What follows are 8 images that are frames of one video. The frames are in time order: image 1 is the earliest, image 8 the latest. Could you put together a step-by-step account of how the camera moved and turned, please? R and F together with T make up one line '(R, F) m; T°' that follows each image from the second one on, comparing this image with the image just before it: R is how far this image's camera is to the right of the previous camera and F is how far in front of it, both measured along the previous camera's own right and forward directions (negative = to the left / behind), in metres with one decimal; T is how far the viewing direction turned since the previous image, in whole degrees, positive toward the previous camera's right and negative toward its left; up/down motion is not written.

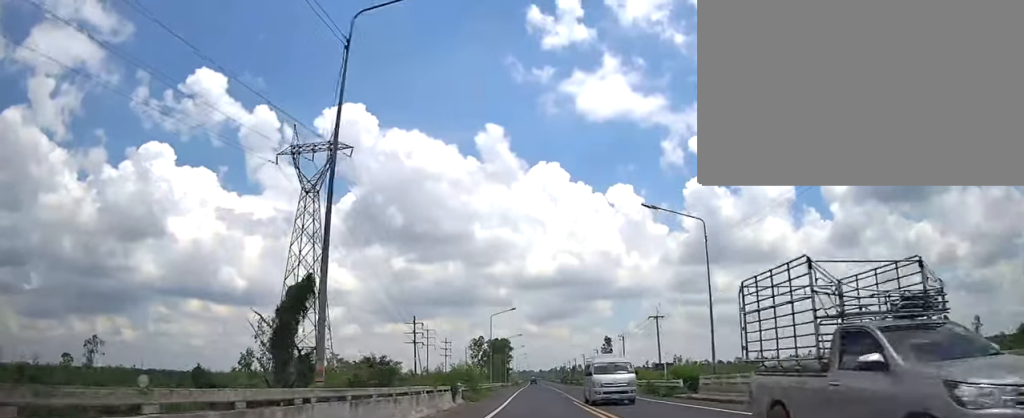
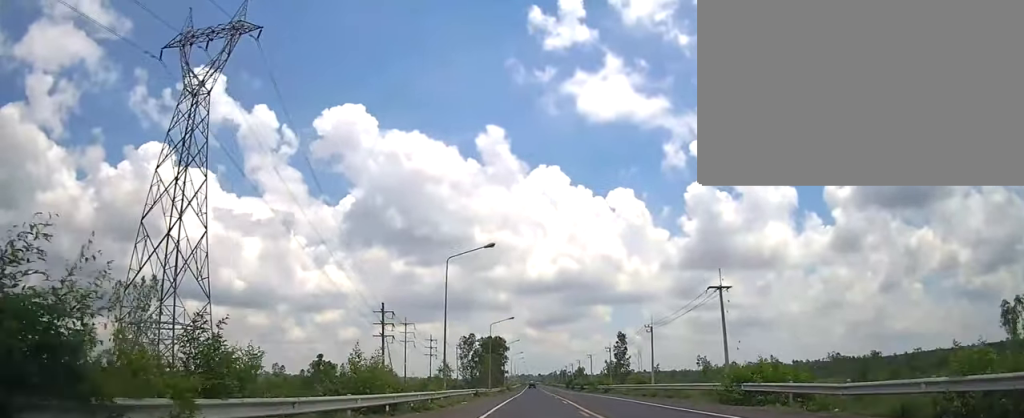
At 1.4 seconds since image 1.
(-0.6, +31.5) m; 0°
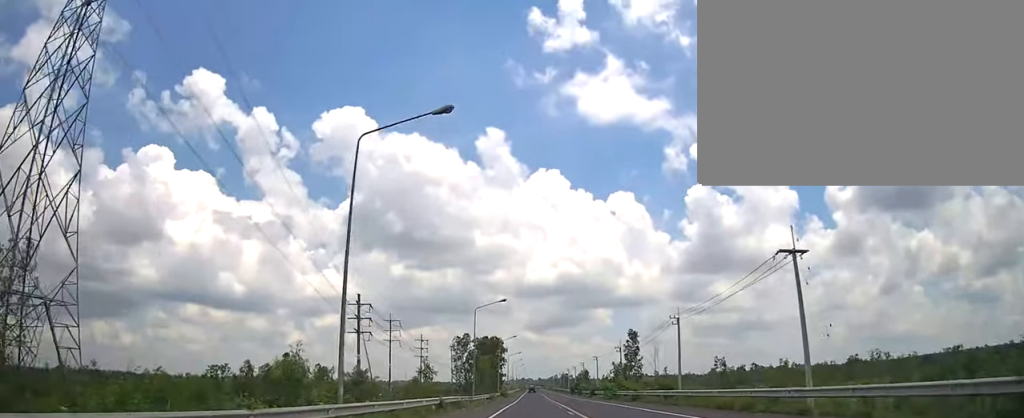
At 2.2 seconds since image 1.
(+0.5, +17.4) m; 0°
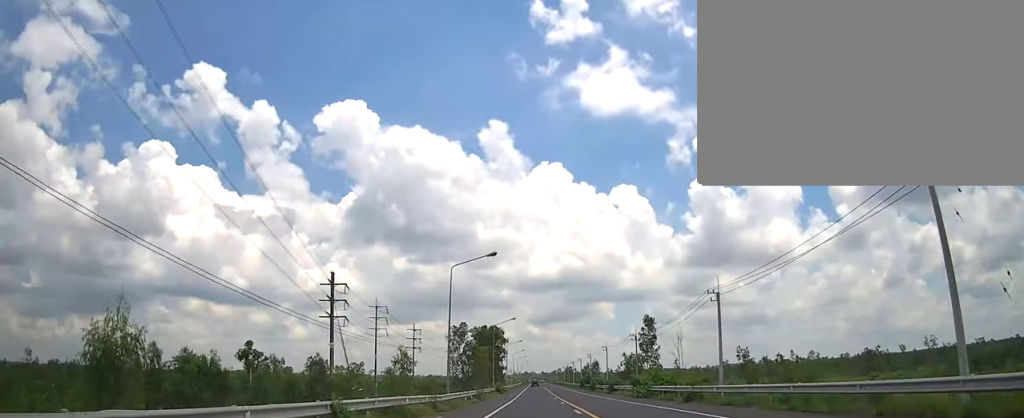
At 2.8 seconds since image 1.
(-0.4, +16.0) m; 0°
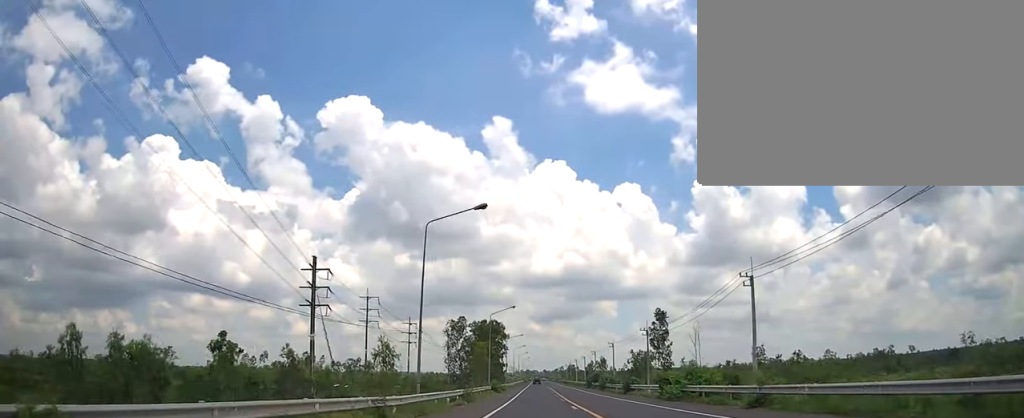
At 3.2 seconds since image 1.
(-0.3, +9.1) m; 0°
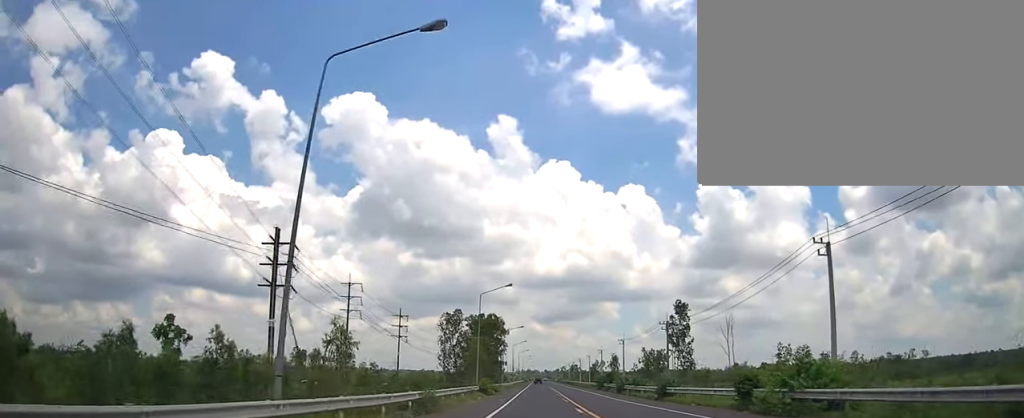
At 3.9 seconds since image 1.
(+0.6, +14.2) m; 0°
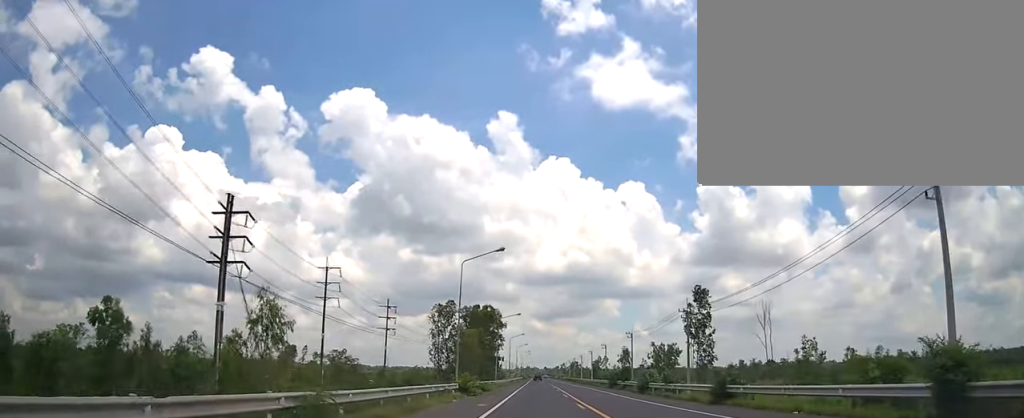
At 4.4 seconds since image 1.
(+0.2, +12.3) m; 0°
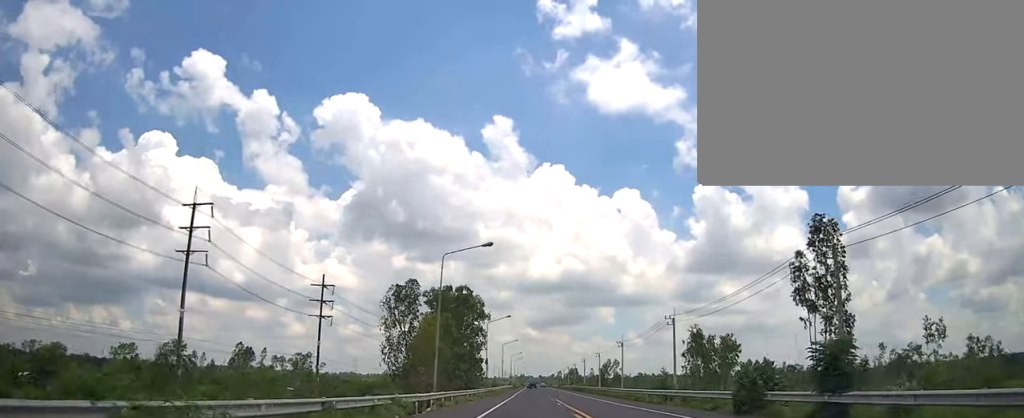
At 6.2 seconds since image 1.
(-1.4, +40.3) m; 0°
